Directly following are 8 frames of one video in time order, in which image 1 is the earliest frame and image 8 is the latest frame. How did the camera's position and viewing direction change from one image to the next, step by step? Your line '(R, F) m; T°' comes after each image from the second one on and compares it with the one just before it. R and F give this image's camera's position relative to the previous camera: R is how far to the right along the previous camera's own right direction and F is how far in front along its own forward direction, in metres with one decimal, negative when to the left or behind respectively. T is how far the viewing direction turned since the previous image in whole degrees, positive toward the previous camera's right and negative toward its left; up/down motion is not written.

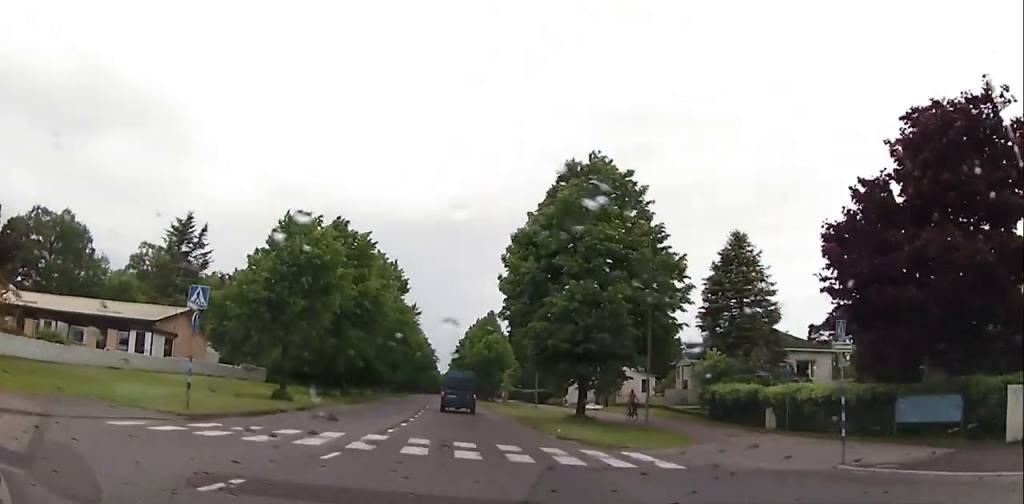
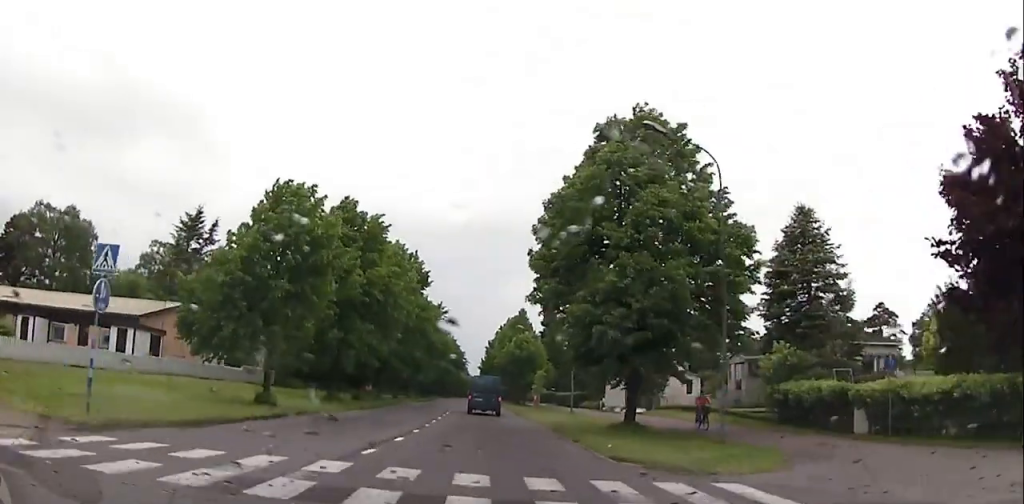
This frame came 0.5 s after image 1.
(+0.2, +5.7) m; -2°
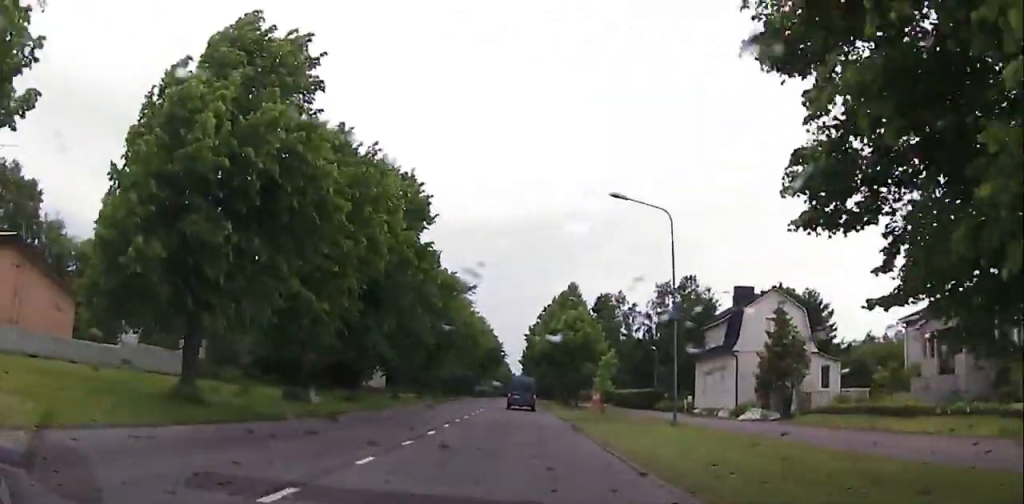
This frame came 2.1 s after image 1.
(-1.7, +20.8) m; -5°
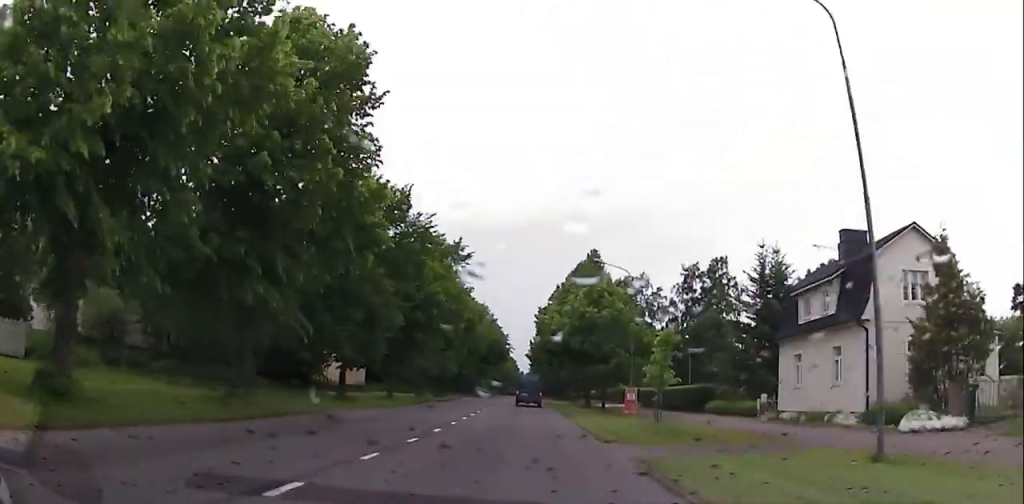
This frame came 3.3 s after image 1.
(0.0, +15.3) m; 0°
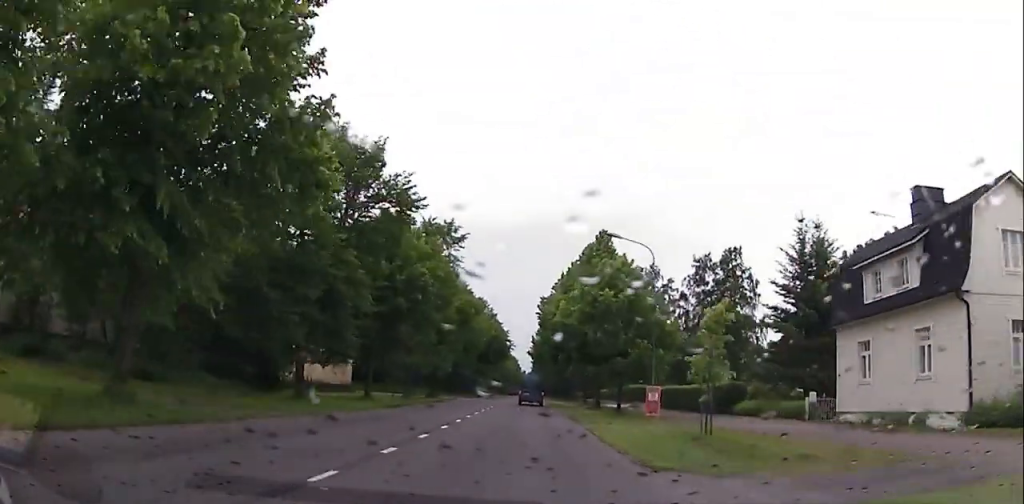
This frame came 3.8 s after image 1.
(0.0, +6.6) m; 0°
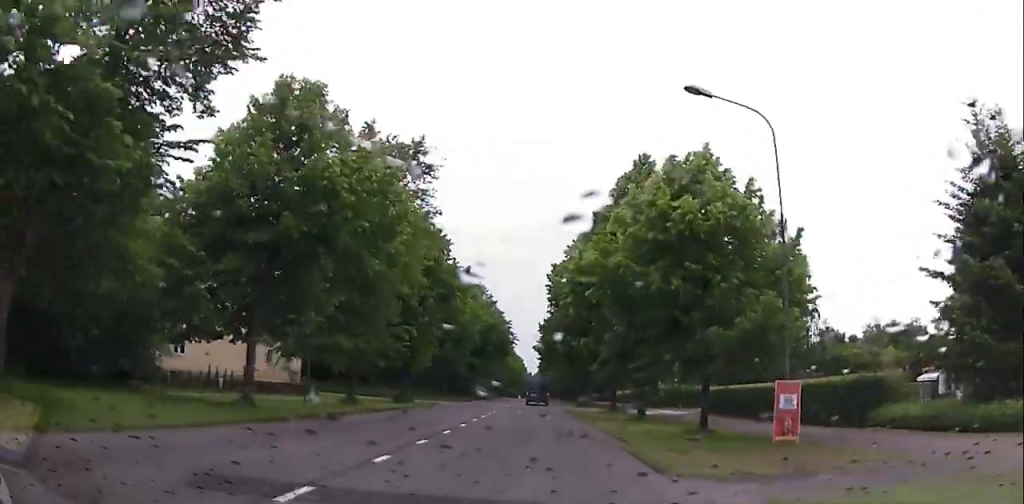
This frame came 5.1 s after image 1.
(0.0, +17.3) m; -2°
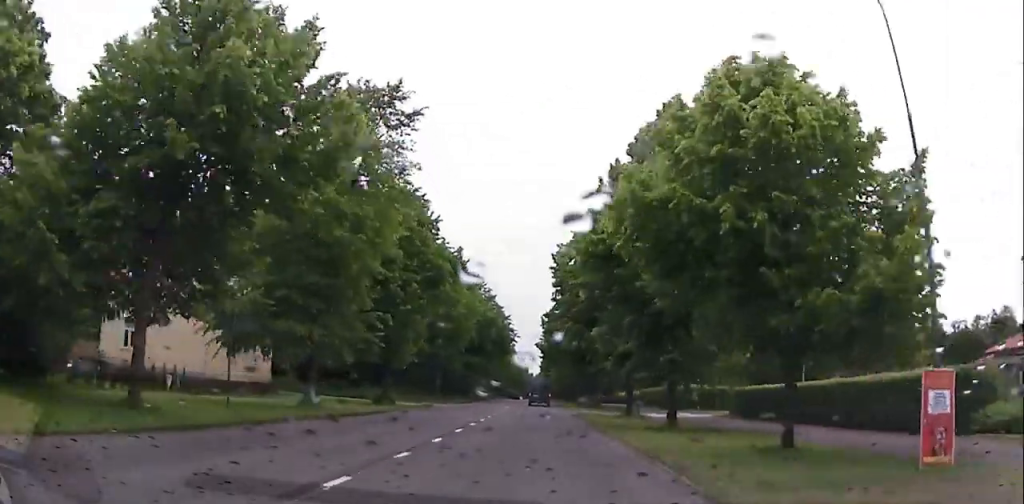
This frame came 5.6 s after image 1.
(0.0, +6.6) m; -1°
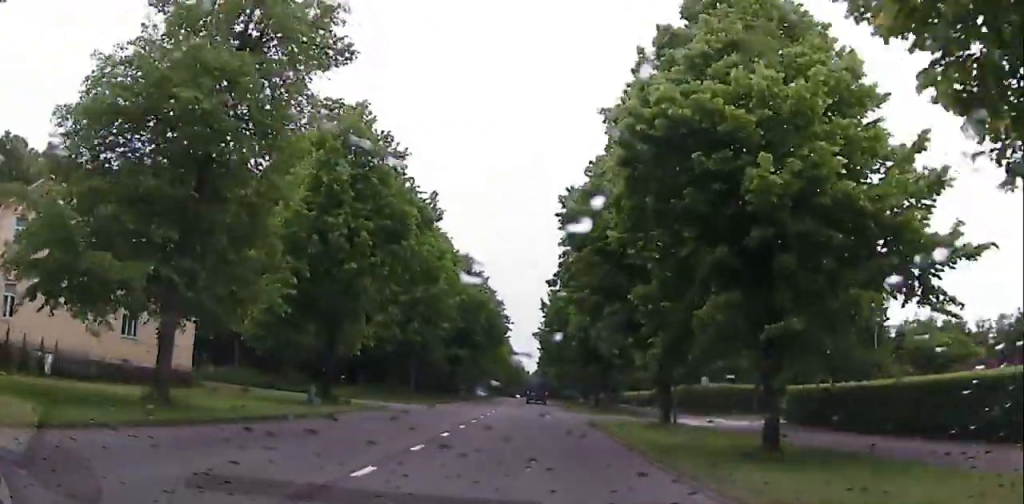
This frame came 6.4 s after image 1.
(-0.5, +10.3) m; -2°
